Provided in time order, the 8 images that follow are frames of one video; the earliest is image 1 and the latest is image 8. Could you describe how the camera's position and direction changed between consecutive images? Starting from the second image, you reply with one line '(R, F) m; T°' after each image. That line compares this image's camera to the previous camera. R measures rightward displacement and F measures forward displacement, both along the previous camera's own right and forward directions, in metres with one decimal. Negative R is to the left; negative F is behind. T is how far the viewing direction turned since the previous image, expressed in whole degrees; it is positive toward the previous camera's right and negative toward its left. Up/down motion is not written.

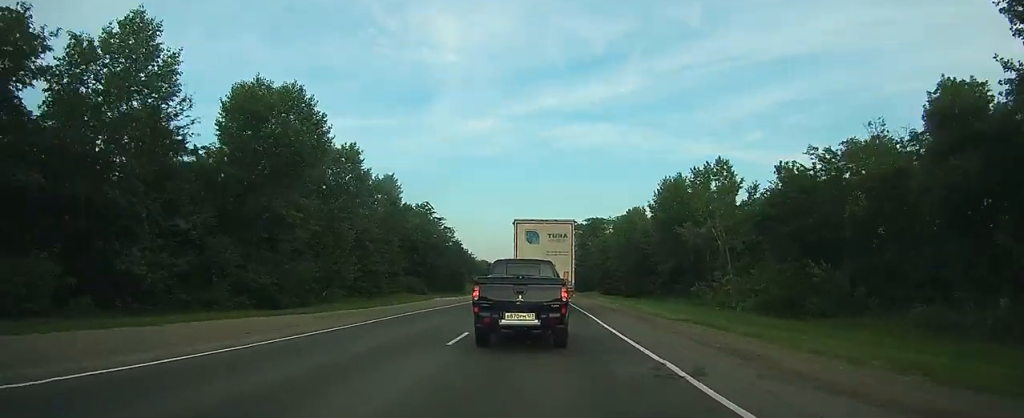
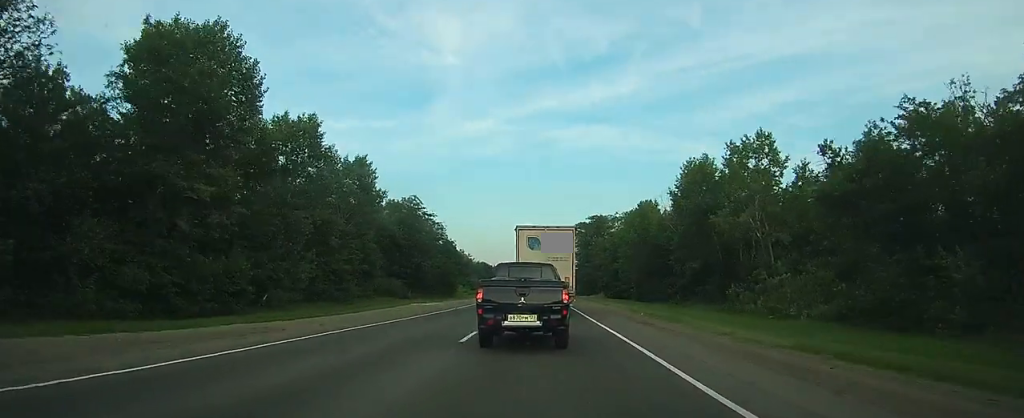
(0.0, +10.9) m; 0°
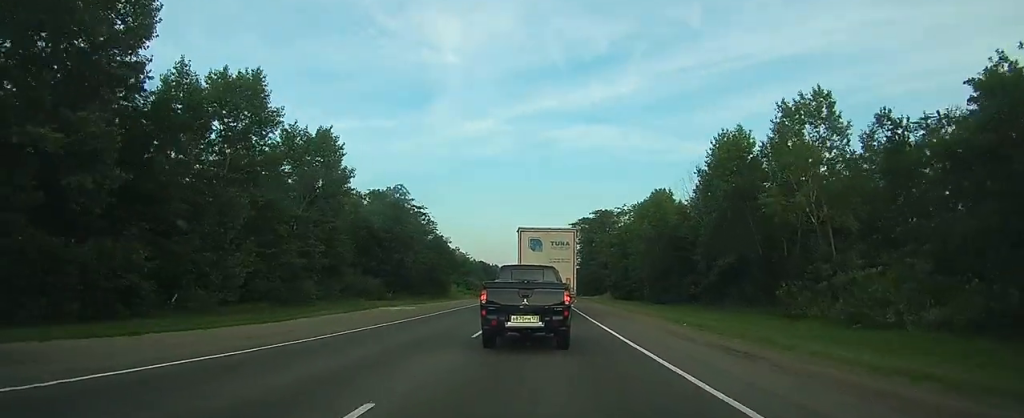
(0.0, +10.1) m; 0°
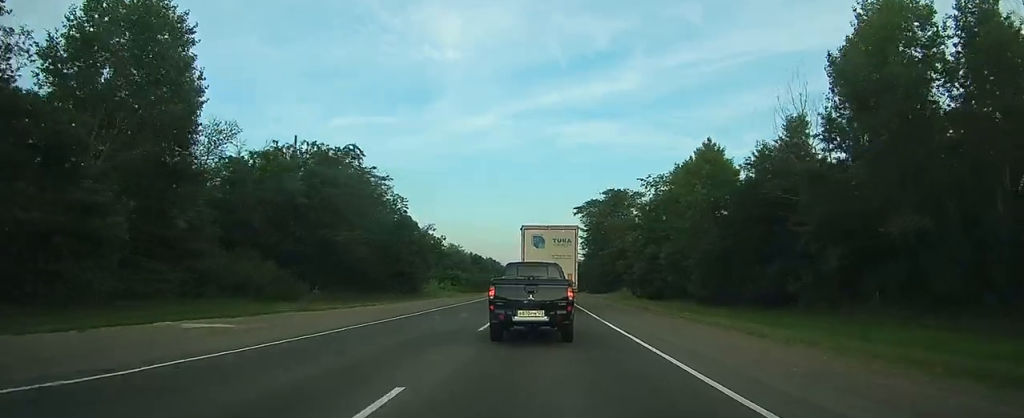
(0.0, +22.8) m; 0°
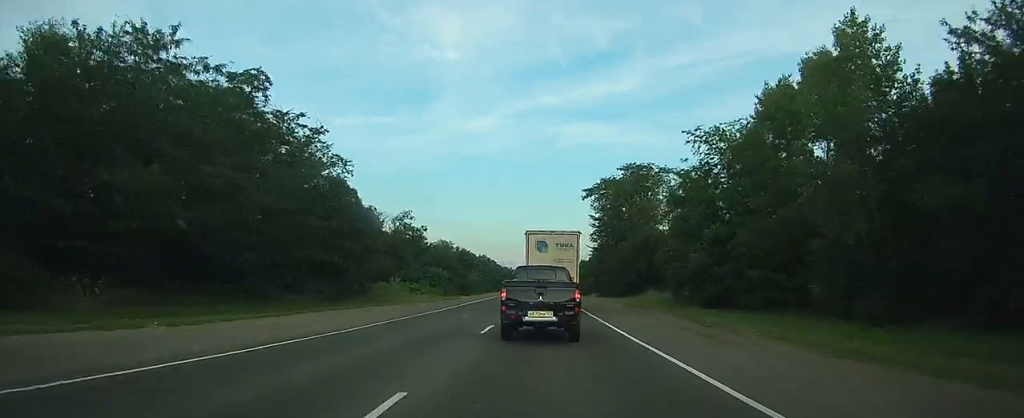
(+0.1, +24.2) m; 0°
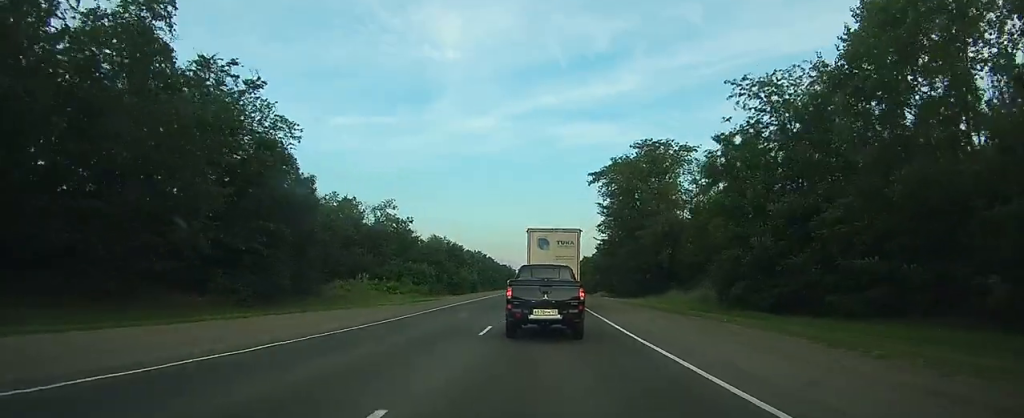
(0.0, +12.8) m; 0°
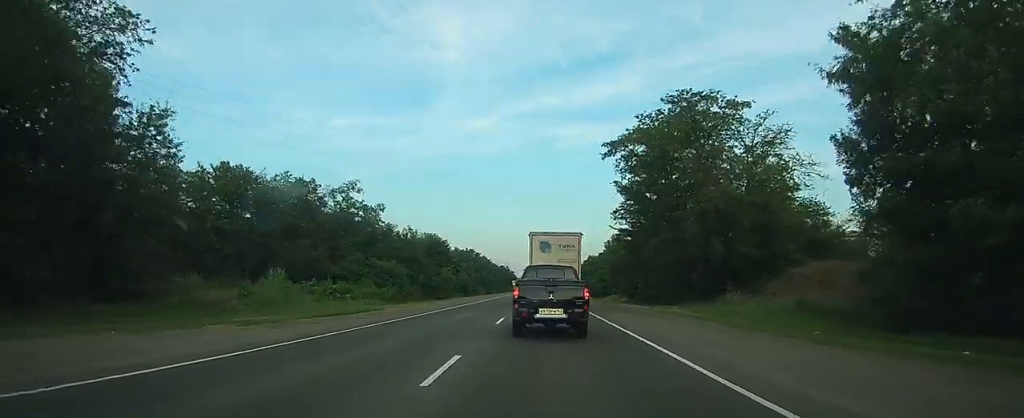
(0.0, +19.3) m; 0°
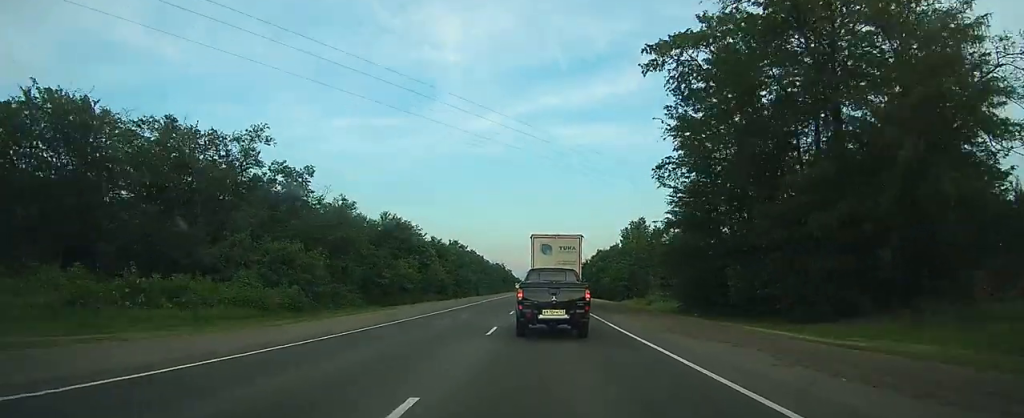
(0.0, +27.5) m; 0°
